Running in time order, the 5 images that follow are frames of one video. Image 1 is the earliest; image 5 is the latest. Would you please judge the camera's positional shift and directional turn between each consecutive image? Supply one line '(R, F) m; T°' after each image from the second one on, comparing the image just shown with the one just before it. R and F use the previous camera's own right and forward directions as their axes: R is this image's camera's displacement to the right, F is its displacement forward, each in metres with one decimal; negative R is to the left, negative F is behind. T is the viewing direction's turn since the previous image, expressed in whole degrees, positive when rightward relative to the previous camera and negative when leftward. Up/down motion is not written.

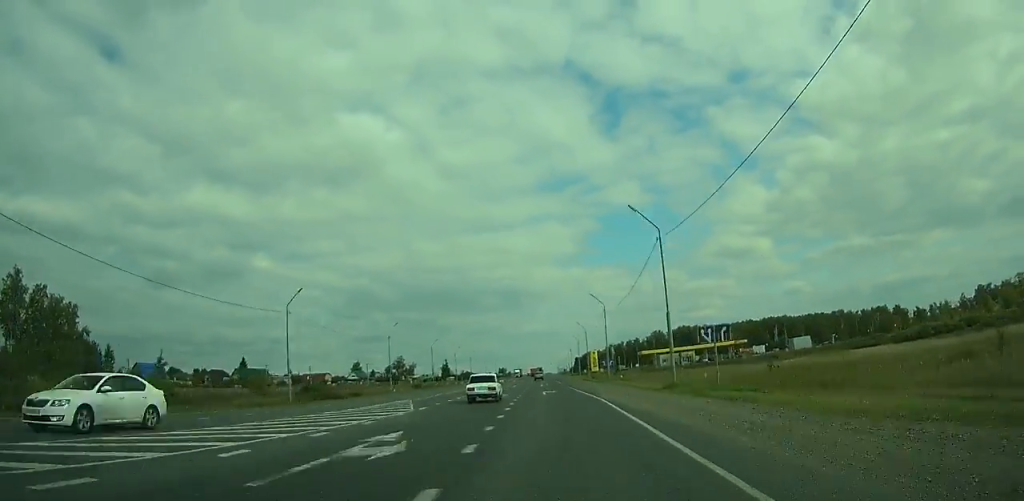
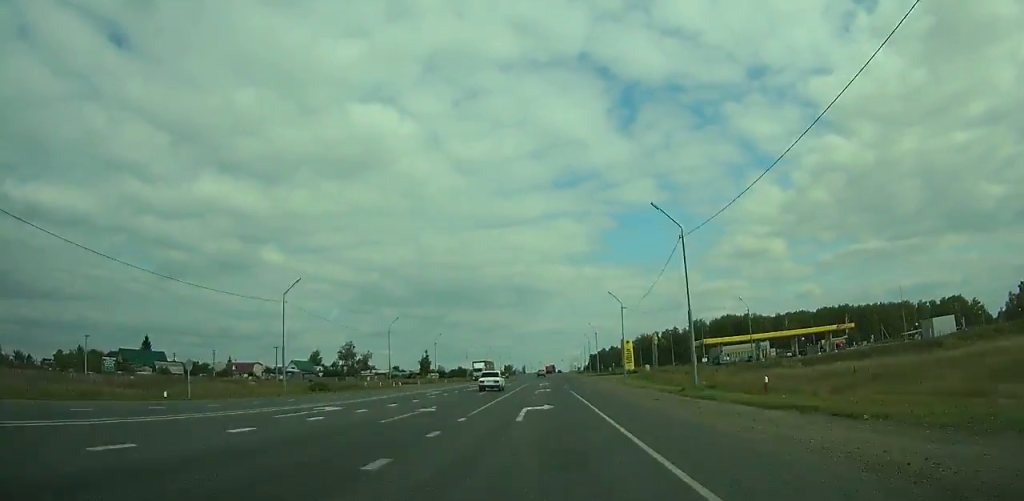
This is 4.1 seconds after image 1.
(-0.1, +68.9) m; 0°
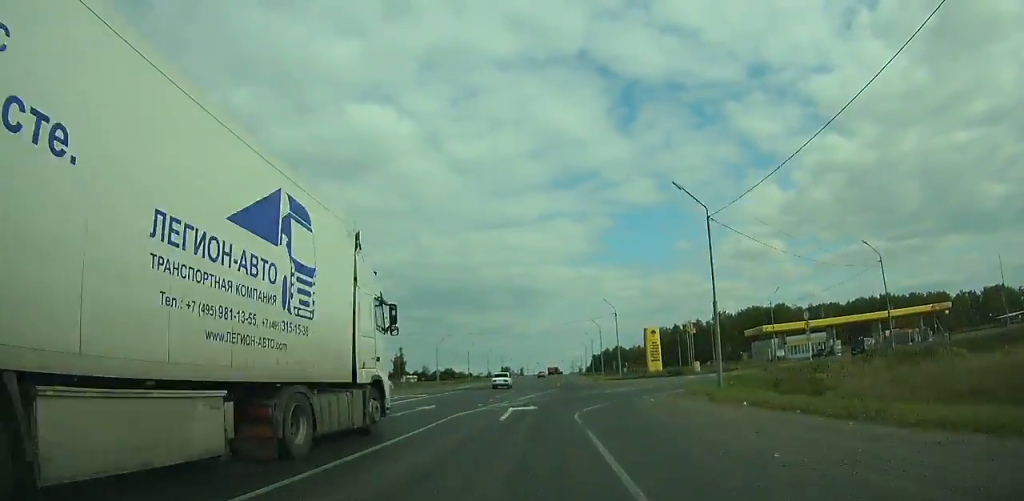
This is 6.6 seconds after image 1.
(-0.2, +36.3) m; +1°
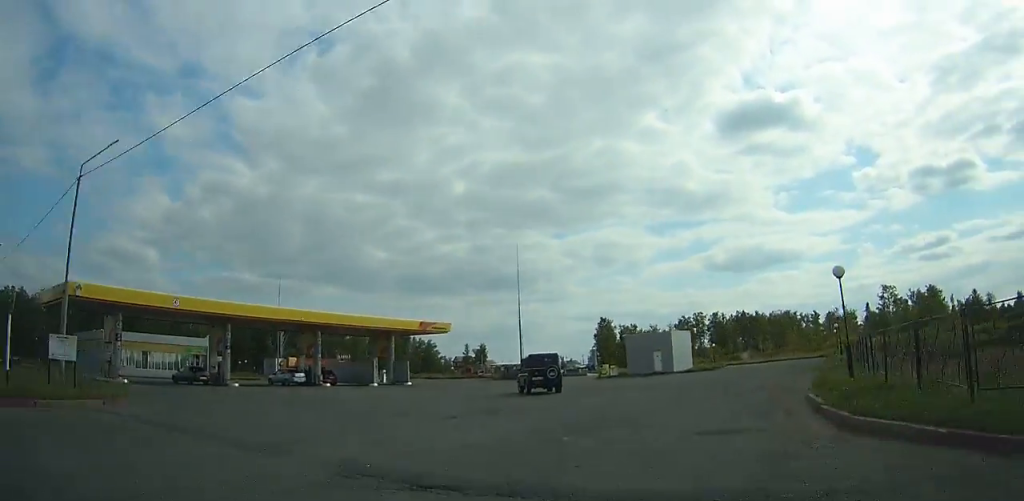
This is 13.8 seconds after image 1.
(+16.1, +62.3) m; +47°
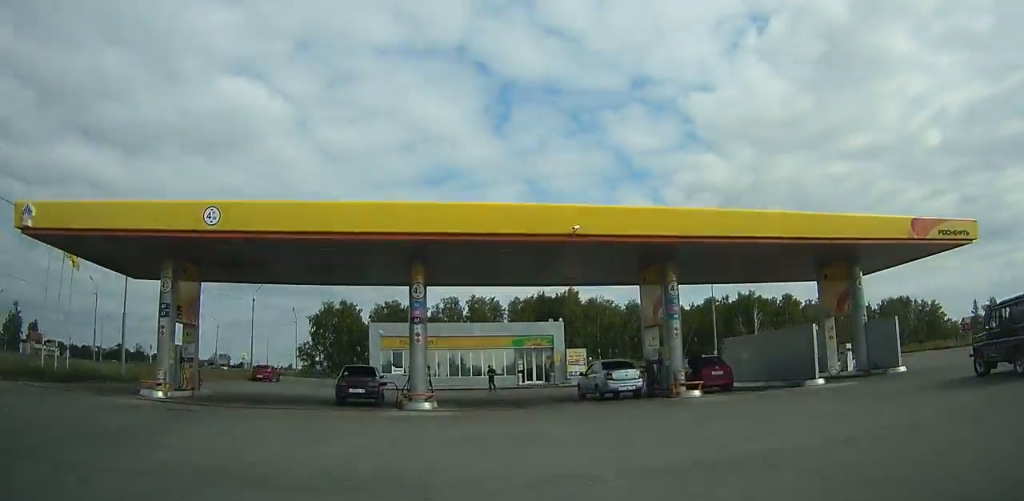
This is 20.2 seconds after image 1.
(+3.5, +31.5) m; -16°
